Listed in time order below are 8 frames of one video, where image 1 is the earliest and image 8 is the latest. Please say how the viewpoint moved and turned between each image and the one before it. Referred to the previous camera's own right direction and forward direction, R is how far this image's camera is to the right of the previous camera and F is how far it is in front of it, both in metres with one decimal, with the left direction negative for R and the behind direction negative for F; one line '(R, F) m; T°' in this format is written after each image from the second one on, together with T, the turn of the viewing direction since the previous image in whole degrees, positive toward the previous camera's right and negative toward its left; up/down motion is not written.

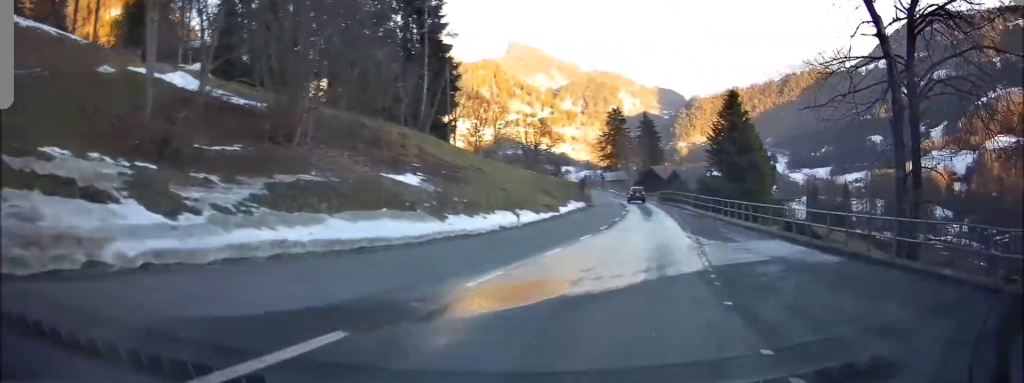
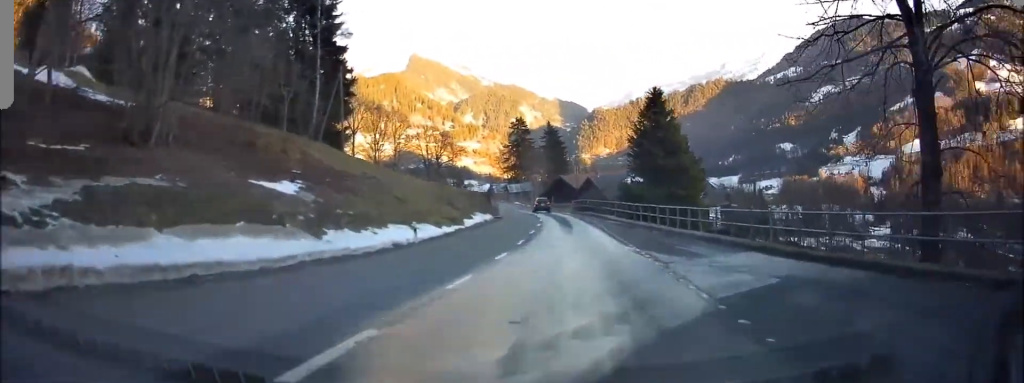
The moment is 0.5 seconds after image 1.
(+1.2, +4.8) m; +11°
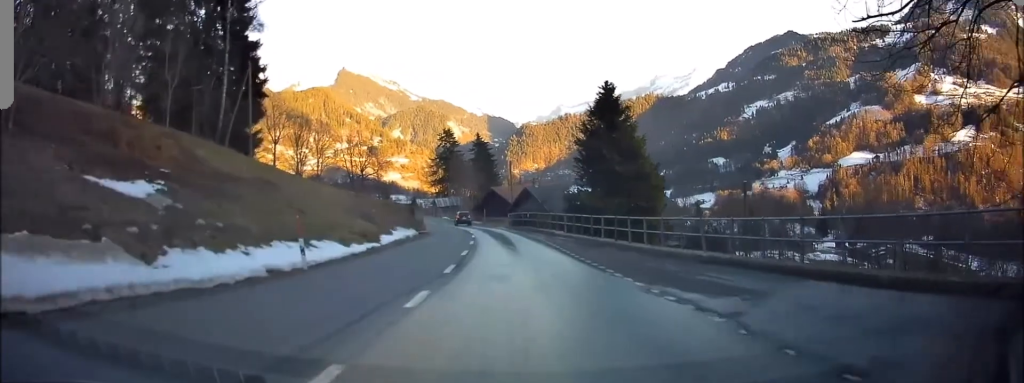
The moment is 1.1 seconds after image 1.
(+0.4, +6.3) m; +5°
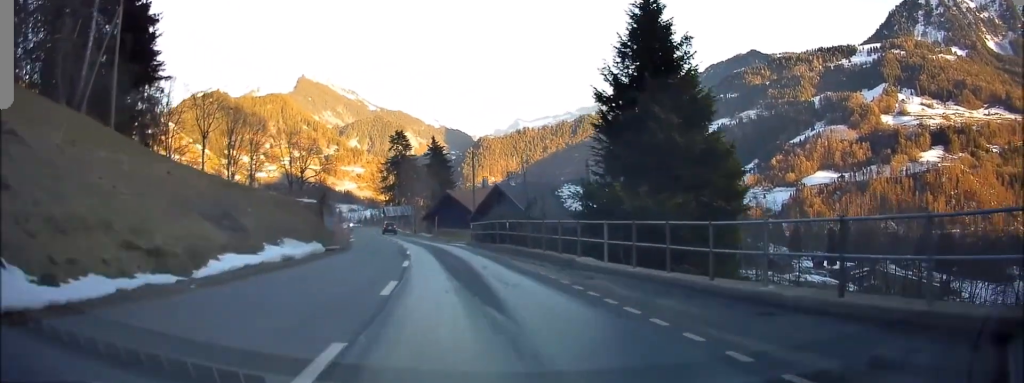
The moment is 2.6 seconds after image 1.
(+0.6, +16.6) m; +4°
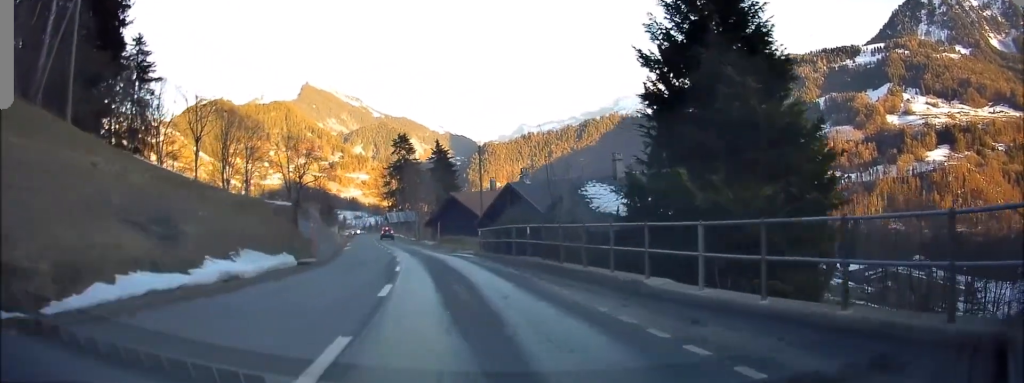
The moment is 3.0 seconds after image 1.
(0.0, +5.3) m; 0°
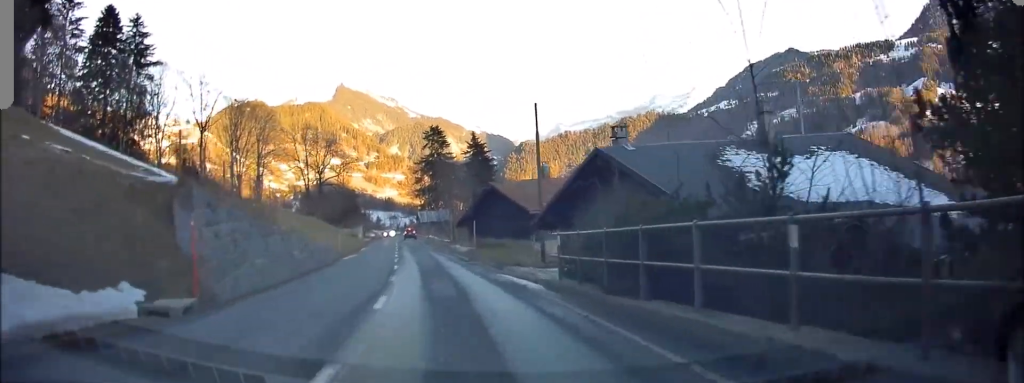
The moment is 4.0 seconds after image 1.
(+0.1, +12.9) m; -1°
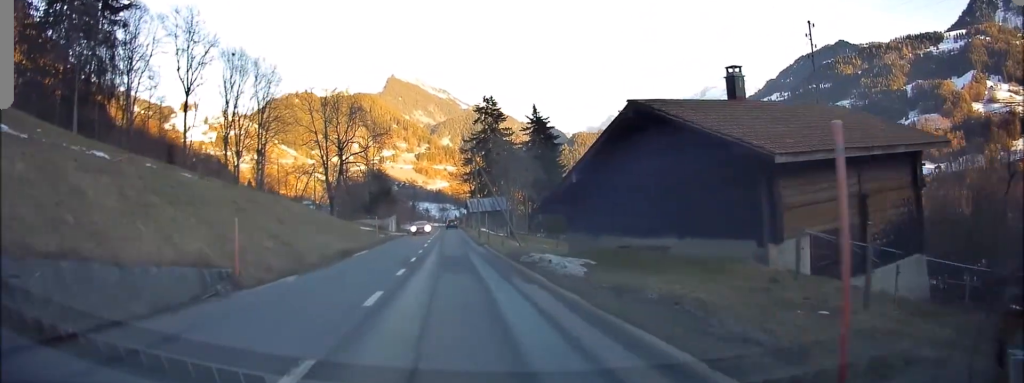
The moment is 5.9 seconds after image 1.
(-1.5, +23.9) m; -6°
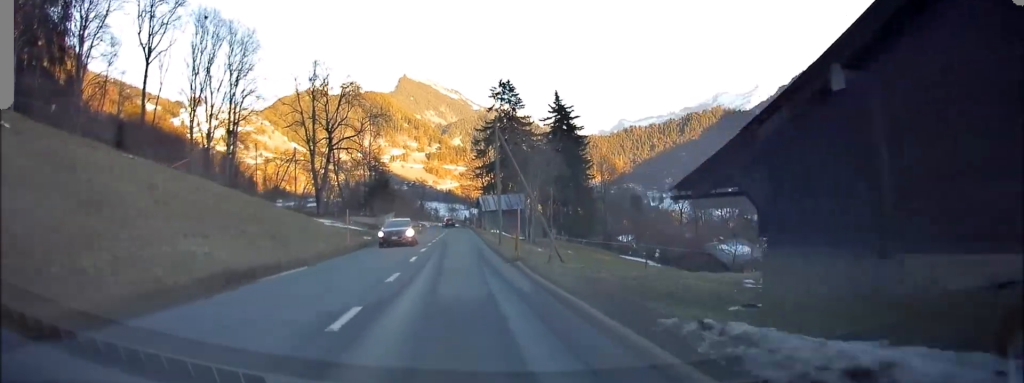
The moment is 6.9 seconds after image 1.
(0.0, +14.1) m; -1°
